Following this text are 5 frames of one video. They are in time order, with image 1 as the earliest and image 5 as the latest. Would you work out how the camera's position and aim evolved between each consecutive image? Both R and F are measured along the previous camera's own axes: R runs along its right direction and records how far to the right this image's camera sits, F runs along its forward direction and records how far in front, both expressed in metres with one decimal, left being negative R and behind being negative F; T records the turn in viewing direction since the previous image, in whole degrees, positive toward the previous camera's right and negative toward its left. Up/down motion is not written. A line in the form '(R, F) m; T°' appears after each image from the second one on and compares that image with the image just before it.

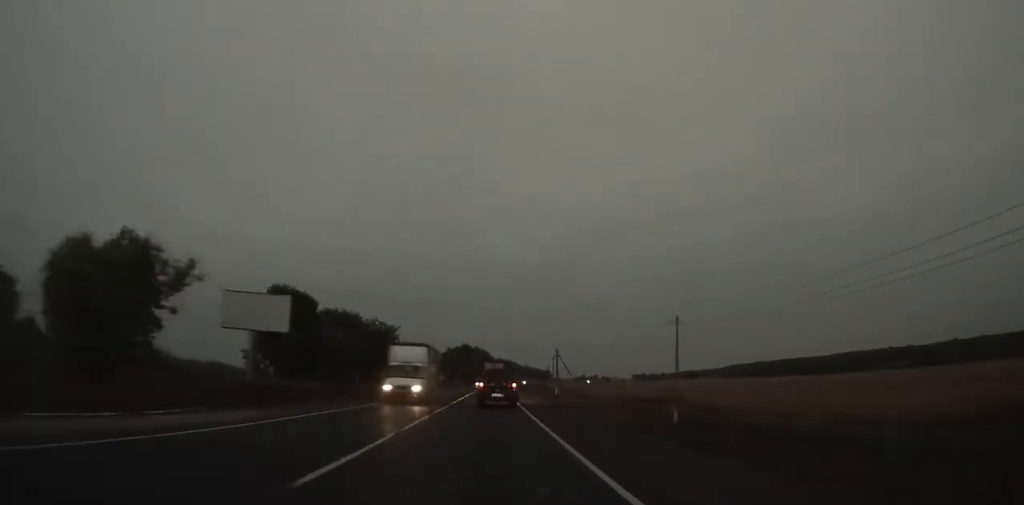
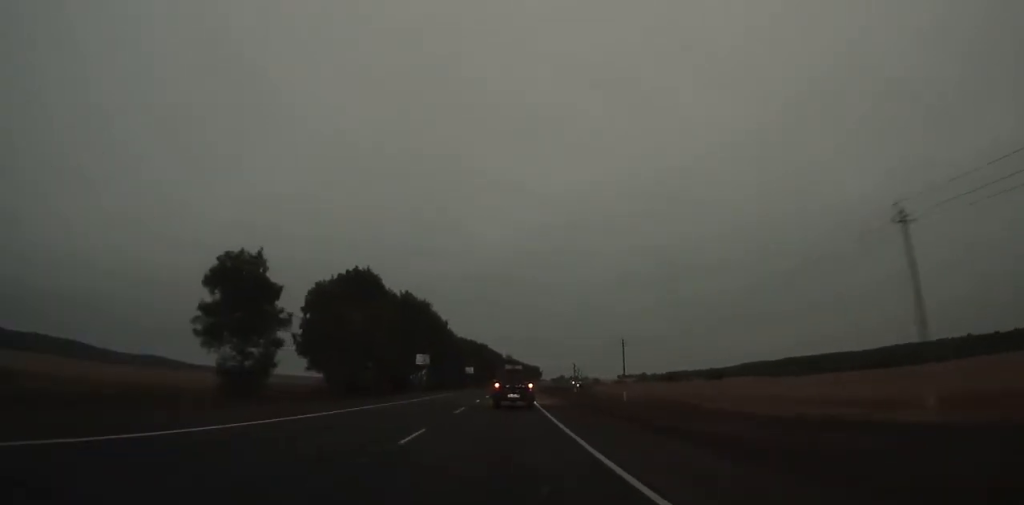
(+6.8, +206.2) m; +4°
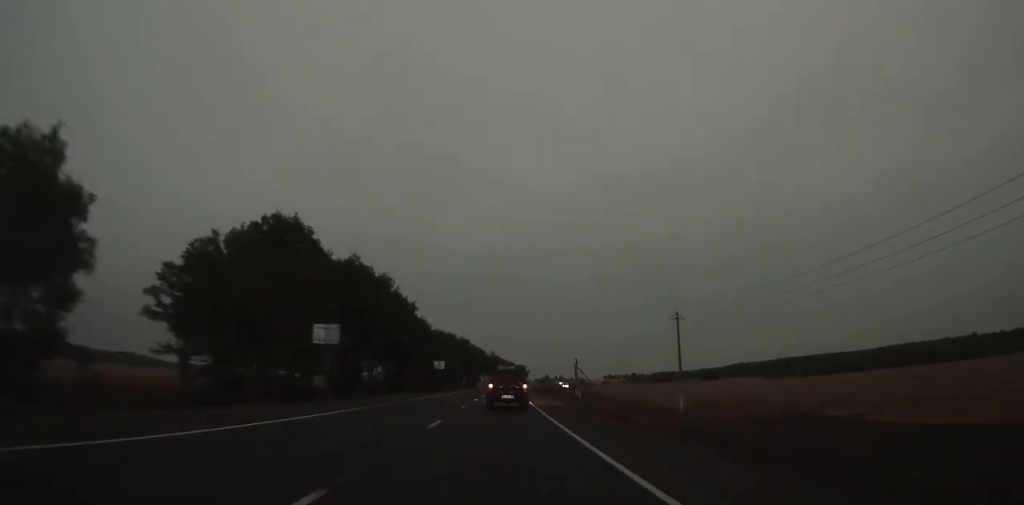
(+0.1, +31.9) m; +1°
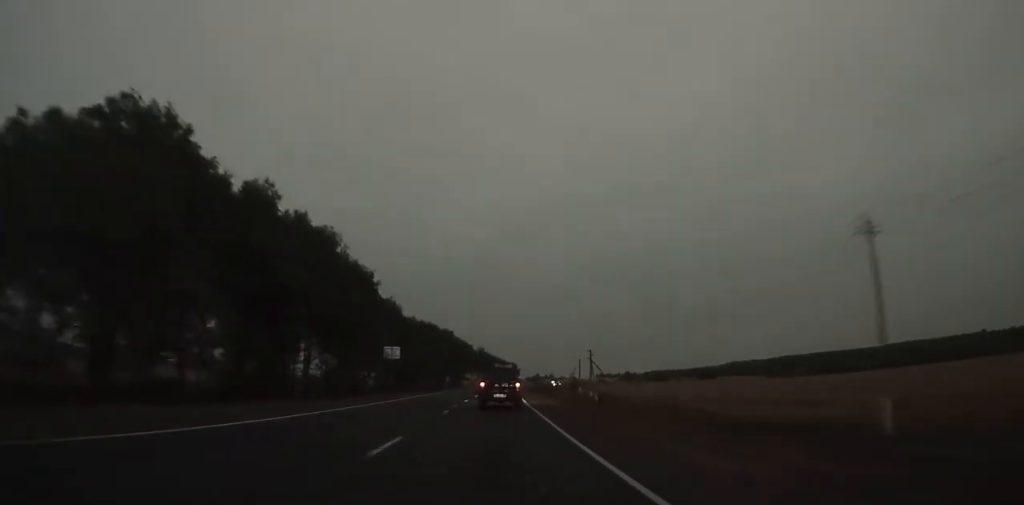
(+0.4, +29.9) m; +1°
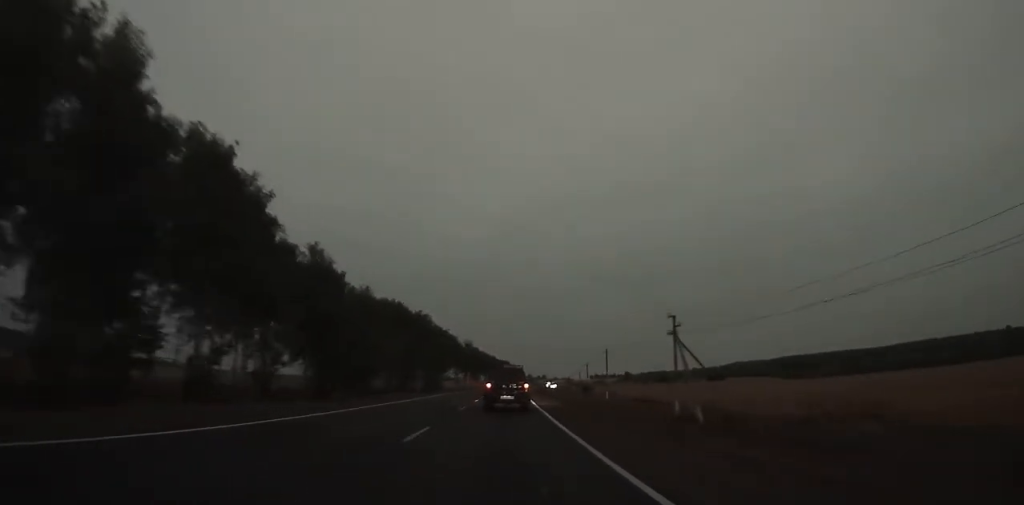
(+0.6, +45.0) m; +1°
